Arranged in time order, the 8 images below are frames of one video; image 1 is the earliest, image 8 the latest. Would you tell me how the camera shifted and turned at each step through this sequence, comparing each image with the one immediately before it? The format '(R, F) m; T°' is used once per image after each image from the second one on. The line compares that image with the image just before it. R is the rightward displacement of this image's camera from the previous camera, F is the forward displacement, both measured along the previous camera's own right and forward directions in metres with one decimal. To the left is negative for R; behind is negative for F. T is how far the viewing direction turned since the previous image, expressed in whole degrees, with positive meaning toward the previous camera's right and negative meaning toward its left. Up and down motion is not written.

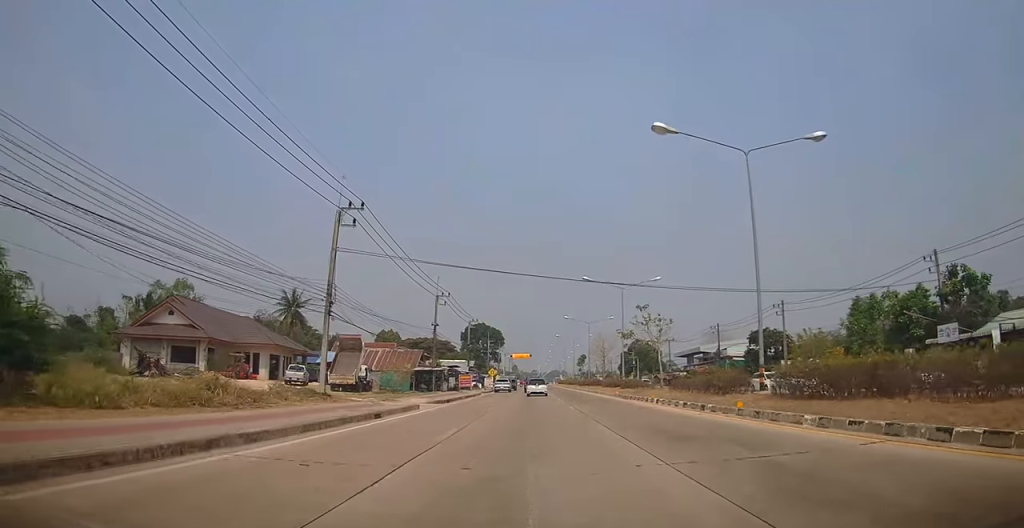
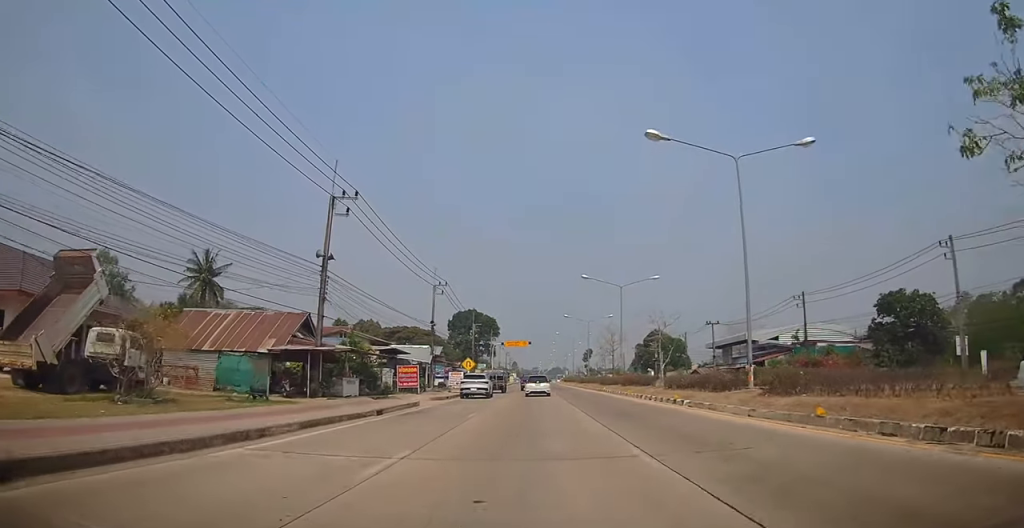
(+0.3, +29.4) m; 0°
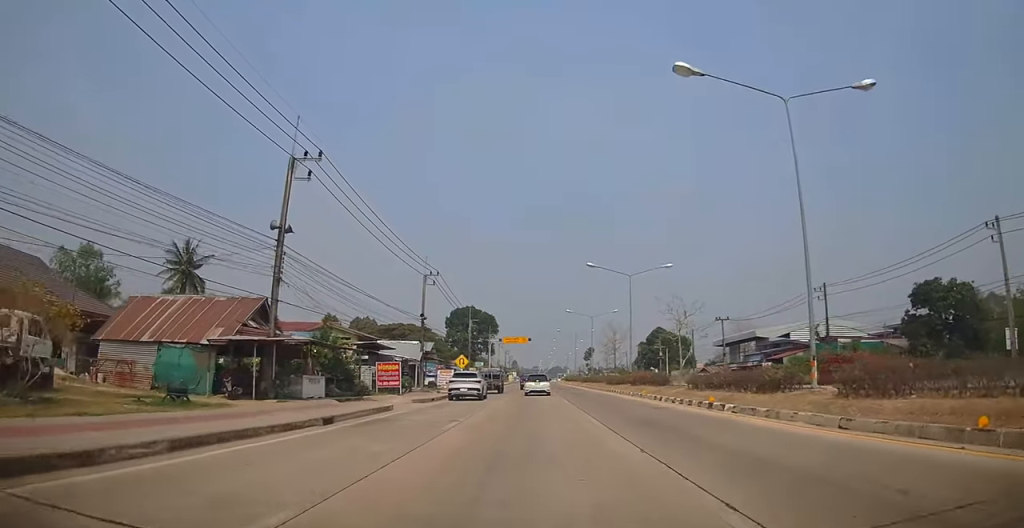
(-0.1, +4.8) m; -1°
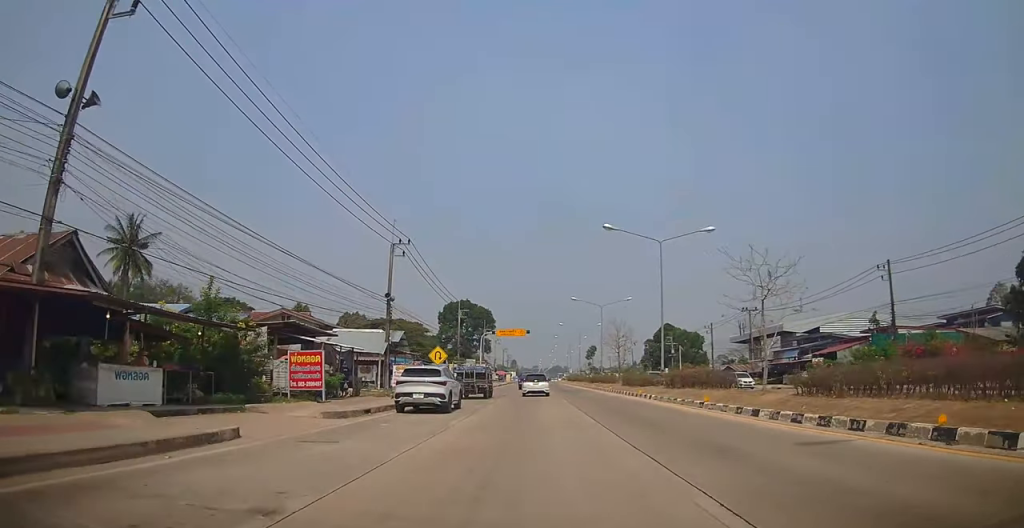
(-0.4, +11.3) m; -1°
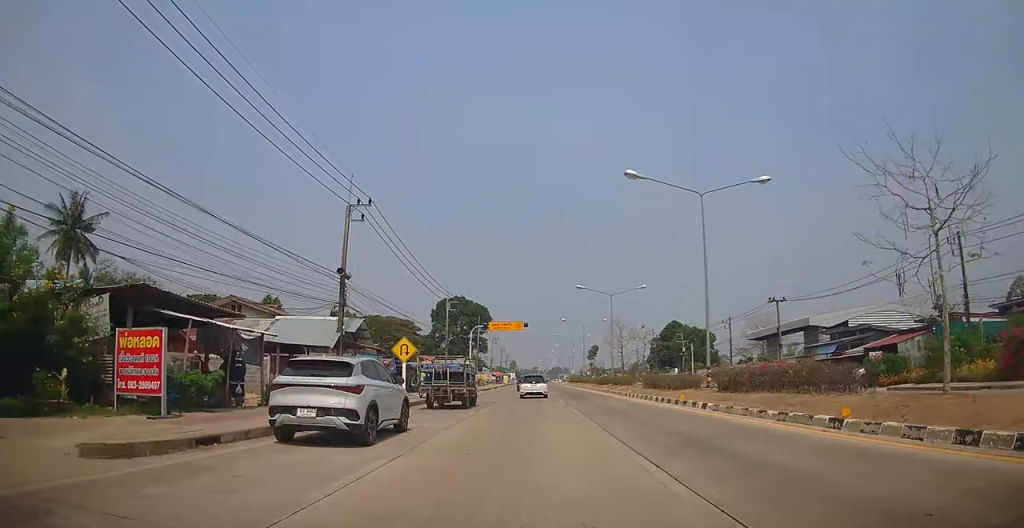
(+0.2, +9.1) m; +1°
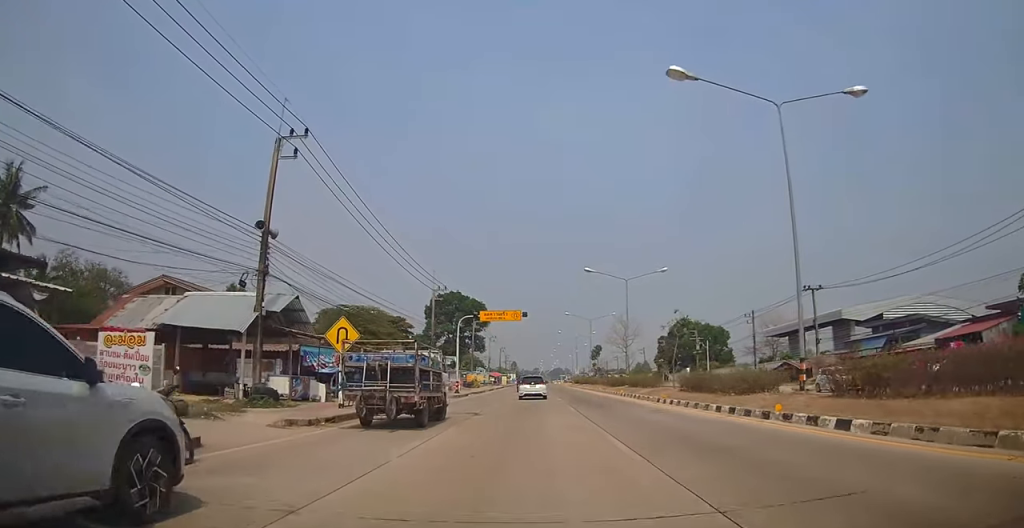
(0.0, +9.0) m; -1°
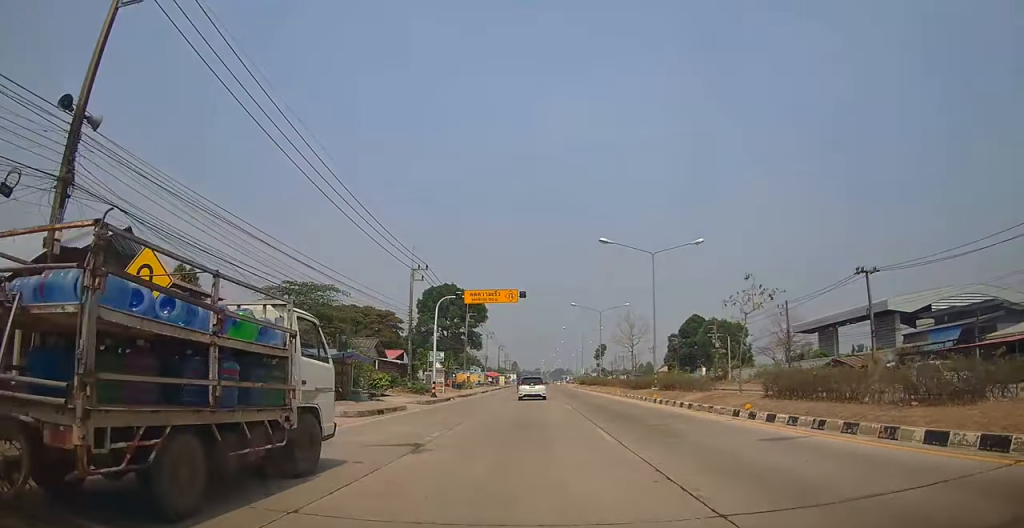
(-0.3, +10.2) m; -1°
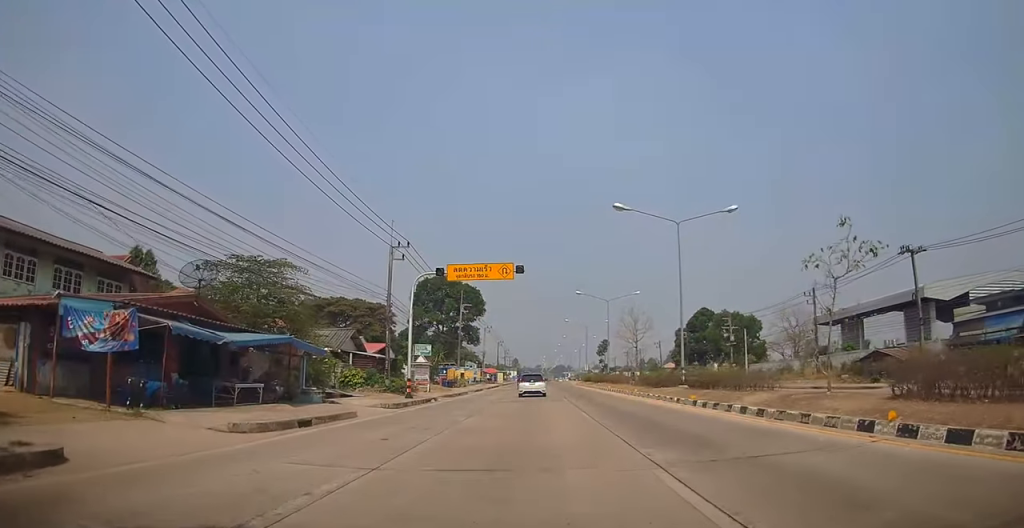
(+0.1, +6.7) m; 0°
